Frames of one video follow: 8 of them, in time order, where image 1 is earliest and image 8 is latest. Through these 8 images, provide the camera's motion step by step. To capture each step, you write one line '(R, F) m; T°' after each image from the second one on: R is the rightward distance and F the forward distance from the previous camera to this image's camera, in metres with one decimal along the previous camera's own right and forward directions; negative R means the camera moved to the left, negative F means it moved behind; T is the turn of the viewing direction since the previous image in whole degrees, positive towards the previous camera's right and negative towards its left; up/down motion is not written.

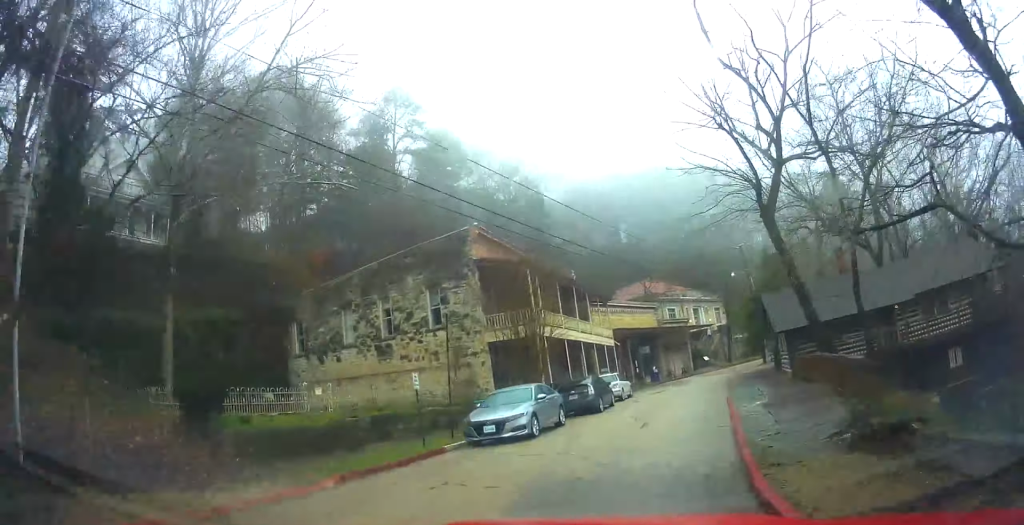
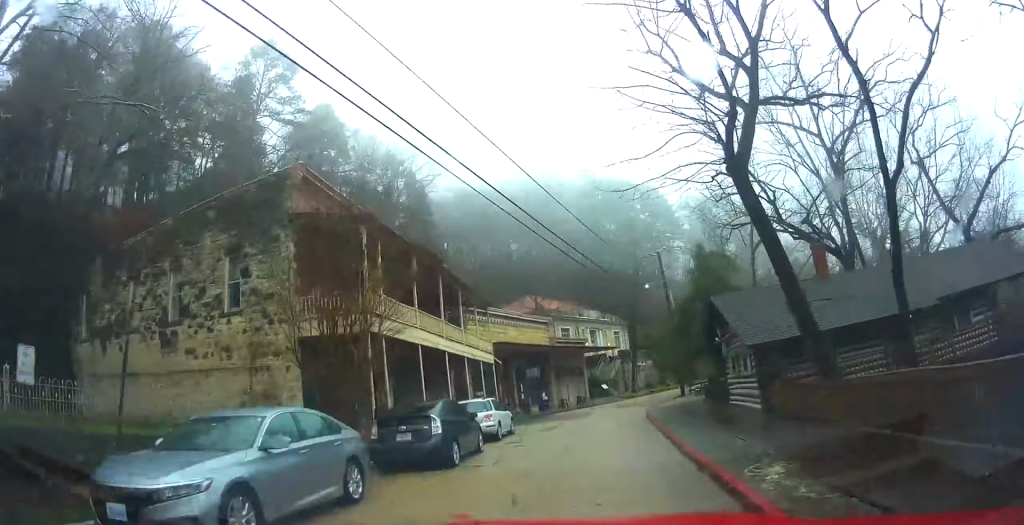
(+1.3, +9.3) m; +6°
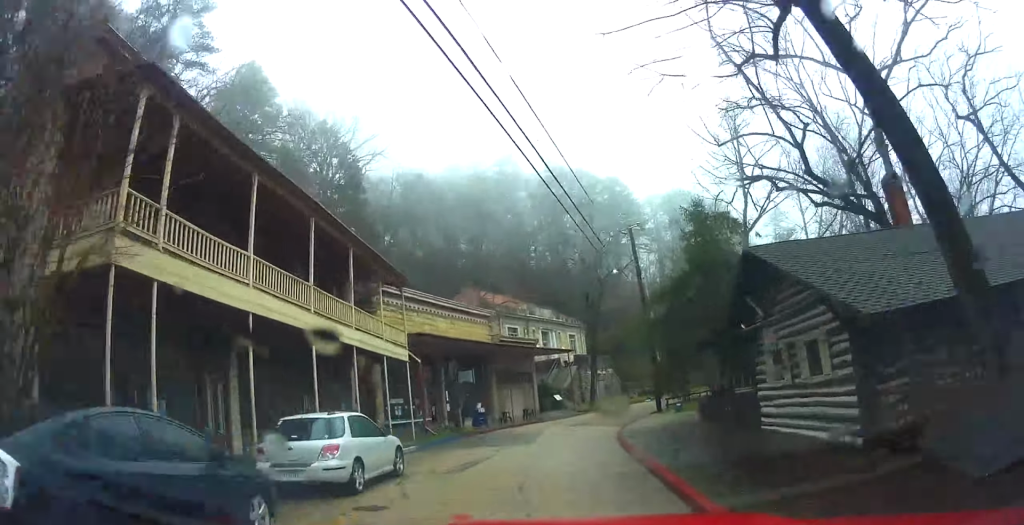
(+0.5, +8.7) m; +5°
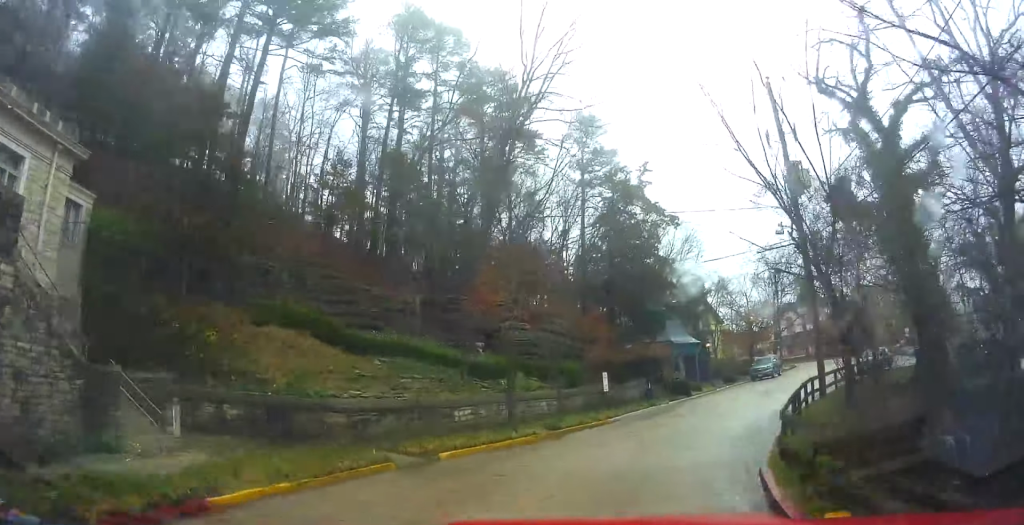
(+10.5, +46.6) m; +33°
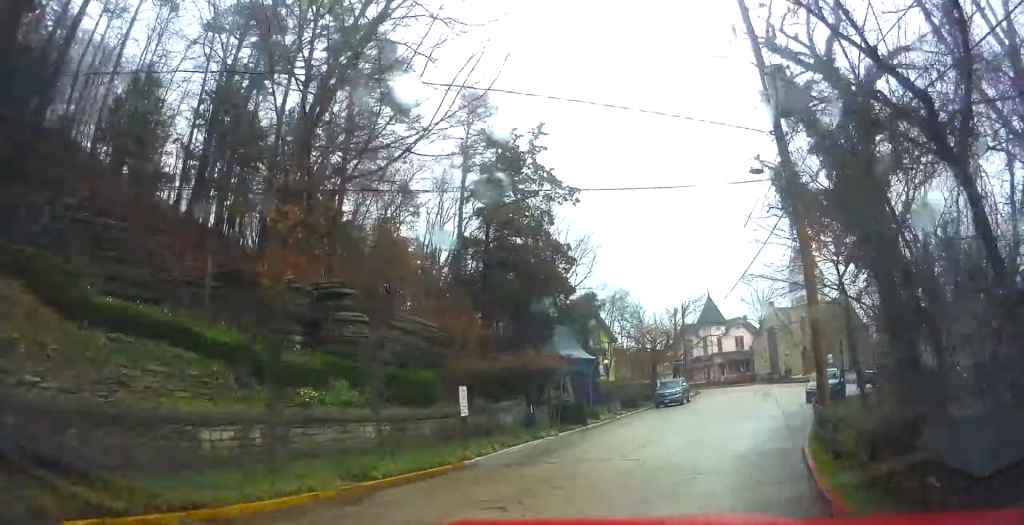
(+0.5, +8.0) m; +8°
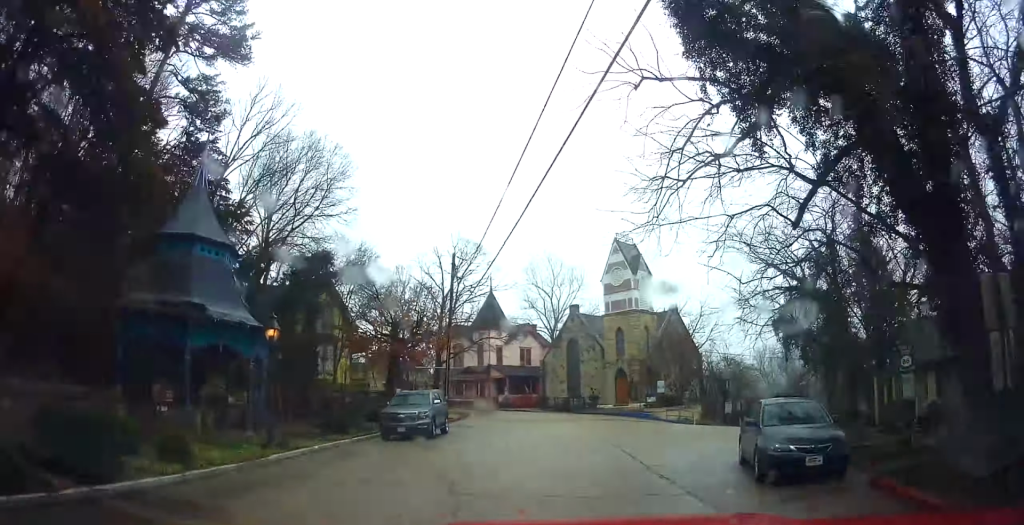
(+2.5, +17.1) m; +17°
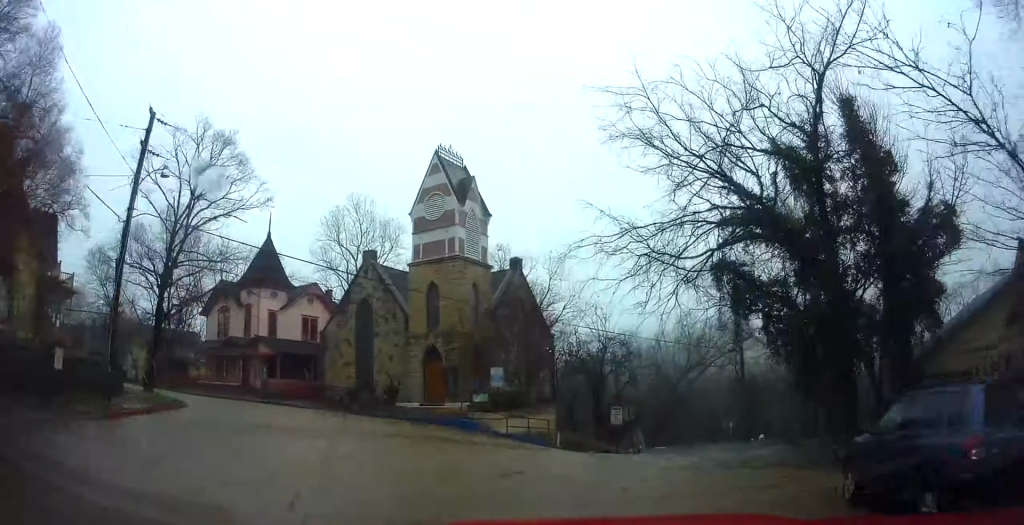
(+2.9, +16.8) m; +21°
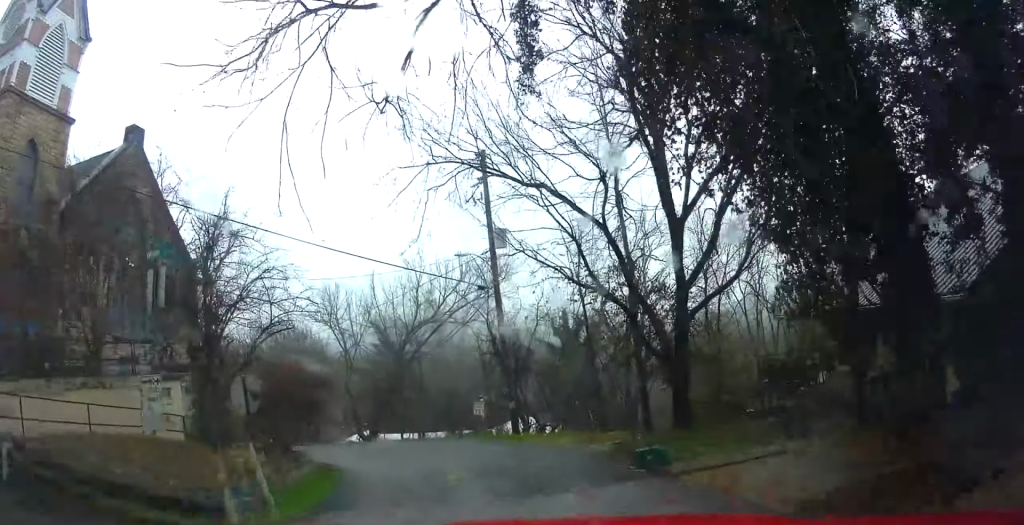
(+4.1, +17.7) m; +14°
